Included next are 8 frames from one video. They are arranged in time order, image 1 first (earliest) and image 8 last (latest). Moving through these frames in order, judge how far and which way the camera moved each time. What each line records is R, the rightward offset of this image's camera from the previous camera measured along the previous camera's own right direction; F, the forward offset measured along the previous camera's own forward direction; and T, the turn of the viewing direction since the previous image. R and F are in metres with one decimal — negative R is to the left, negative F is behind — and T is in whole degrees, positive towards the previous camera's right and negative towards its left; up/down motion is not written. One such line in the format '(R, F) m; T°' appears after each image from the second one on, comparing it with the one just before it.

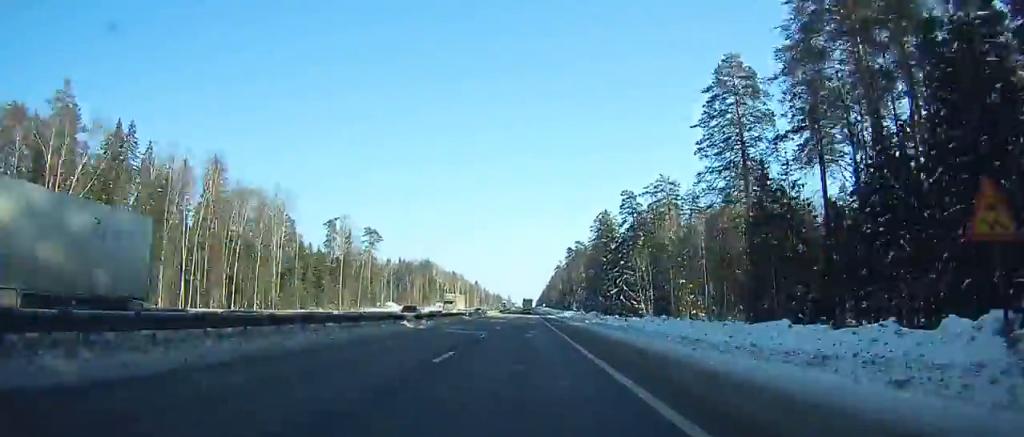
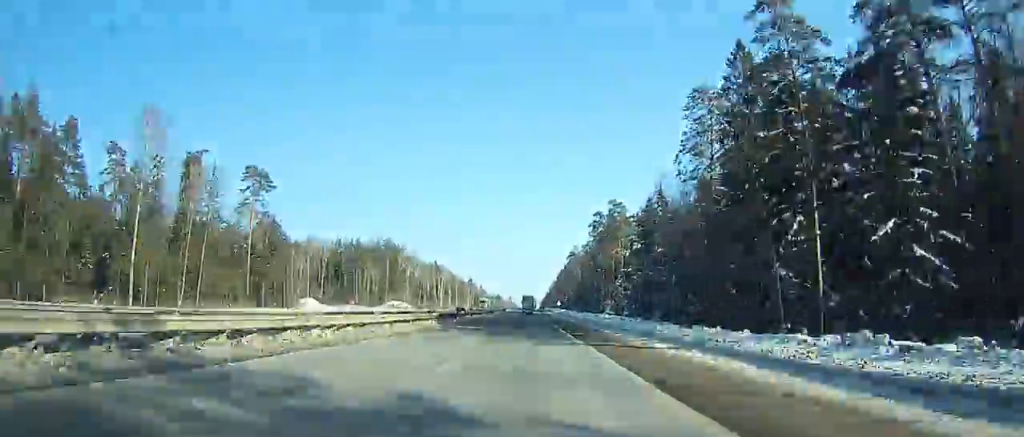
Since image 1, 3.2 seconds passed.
(0.0, +98.0) m; 0°
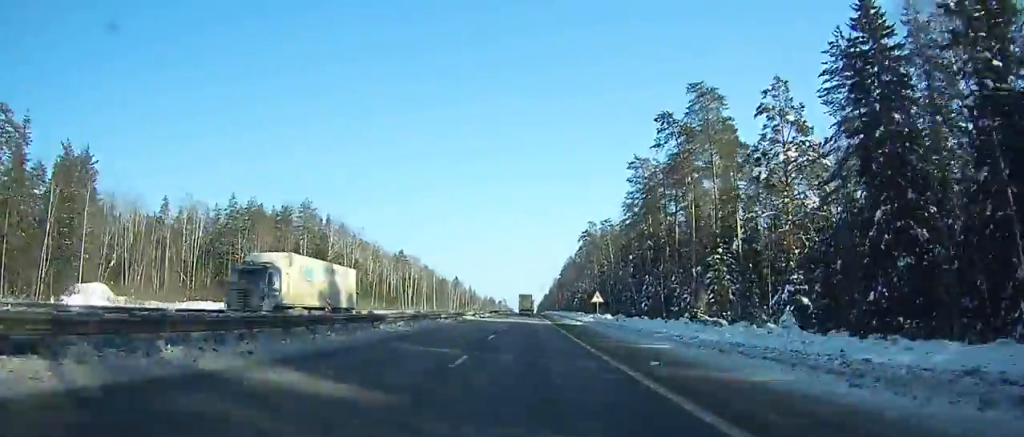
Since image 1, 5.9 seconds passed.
(0.0, +82.6) m; 0°
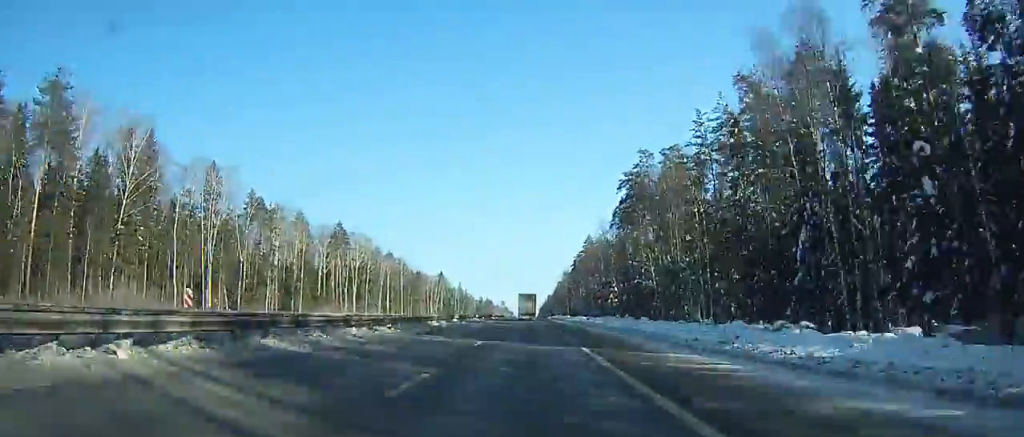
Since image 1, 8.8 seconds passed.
(+0.4, +88.7) m; 0°
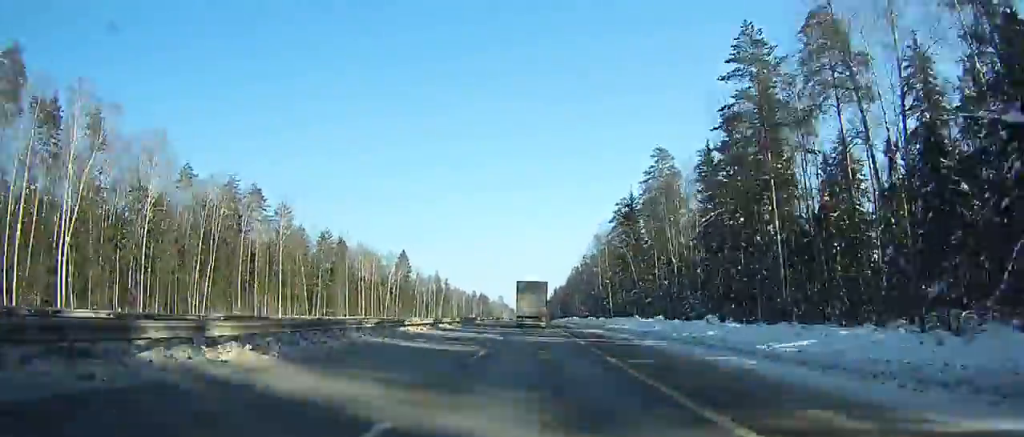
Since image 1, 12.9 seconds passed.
(-0.5, +125.0) m; -1°
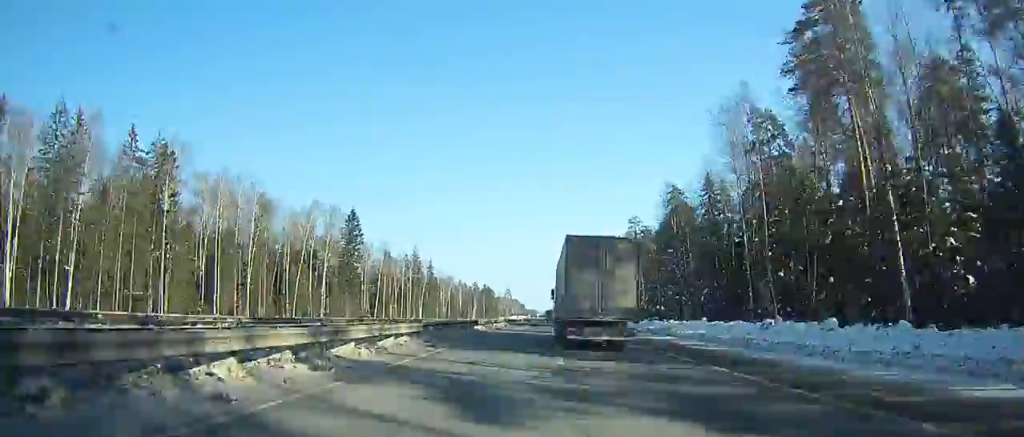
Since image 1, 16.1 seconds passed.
(-0.5, +98.0) m; 0°
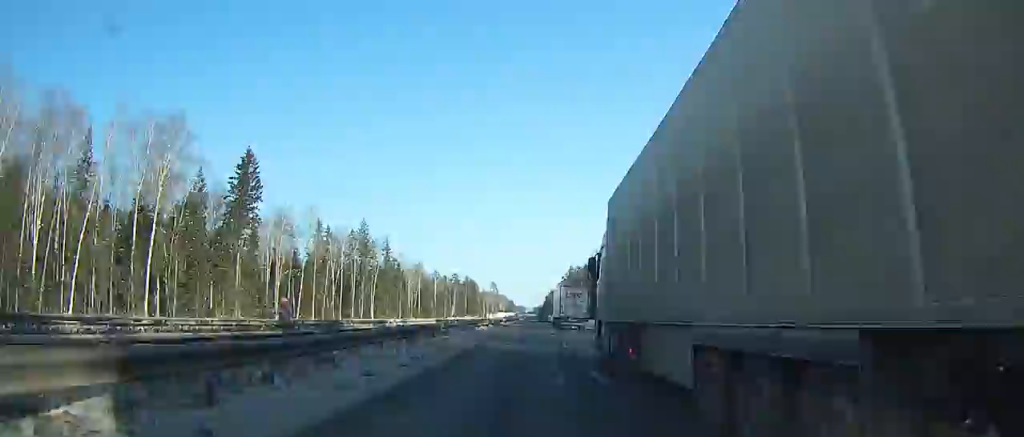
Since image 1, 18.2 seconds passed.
(+0.1, +65.1) m; 0°
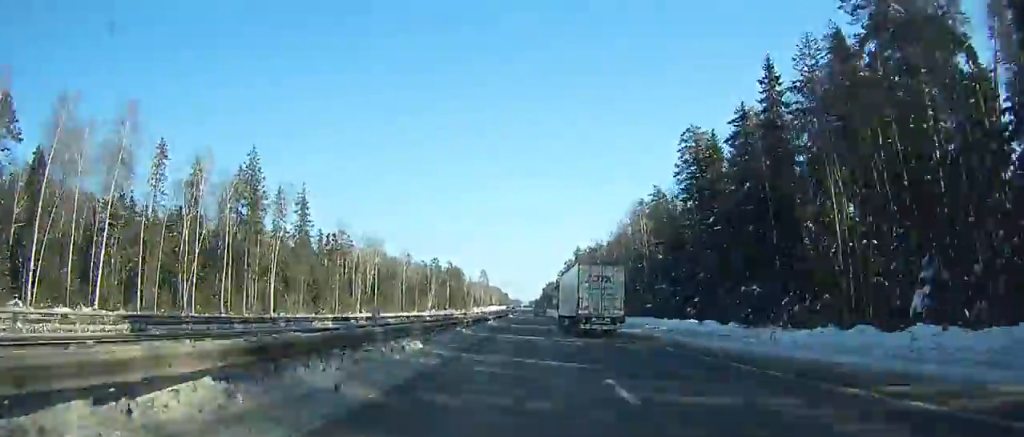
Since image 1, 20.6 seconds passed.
(+0.4, +75.2) m; 0°
